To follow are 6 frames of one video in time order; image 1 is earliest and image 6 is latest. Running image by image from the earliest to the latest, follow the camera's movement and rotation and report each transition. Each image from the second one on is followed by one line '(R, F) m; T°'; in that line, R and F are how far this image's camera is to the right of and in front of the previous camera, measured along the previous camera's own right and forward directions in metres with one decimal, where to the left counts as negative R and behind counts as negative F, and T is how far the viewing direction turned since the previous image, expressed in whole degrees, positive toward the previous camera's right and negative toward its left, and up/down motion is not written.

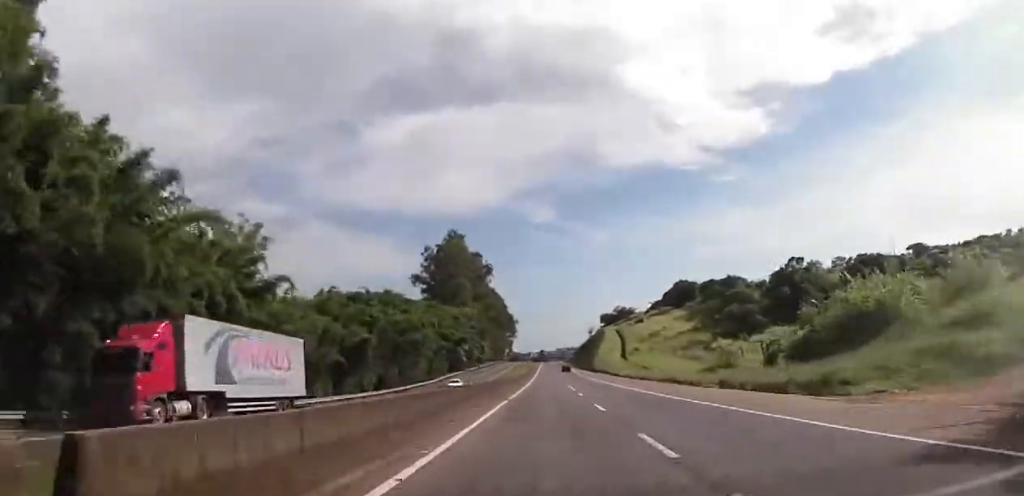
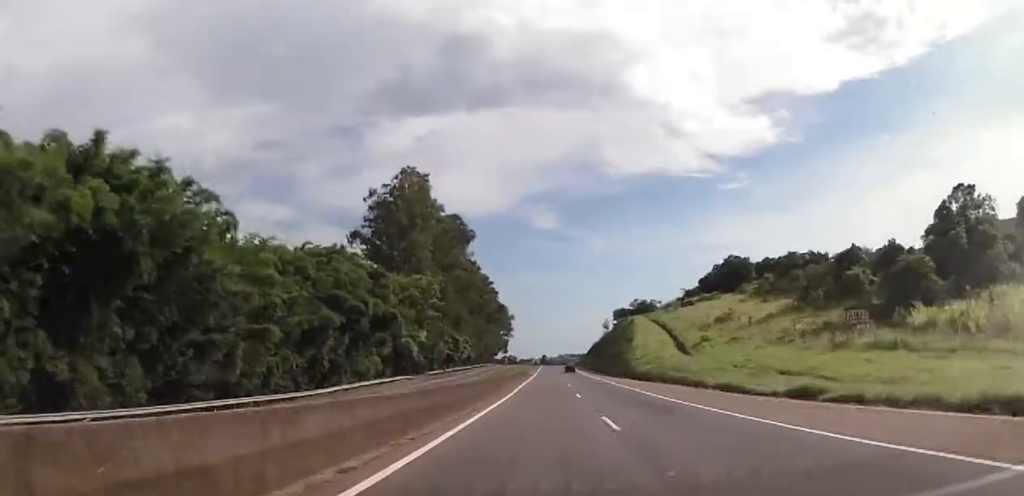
(-0.5, +62.1) m; -1°
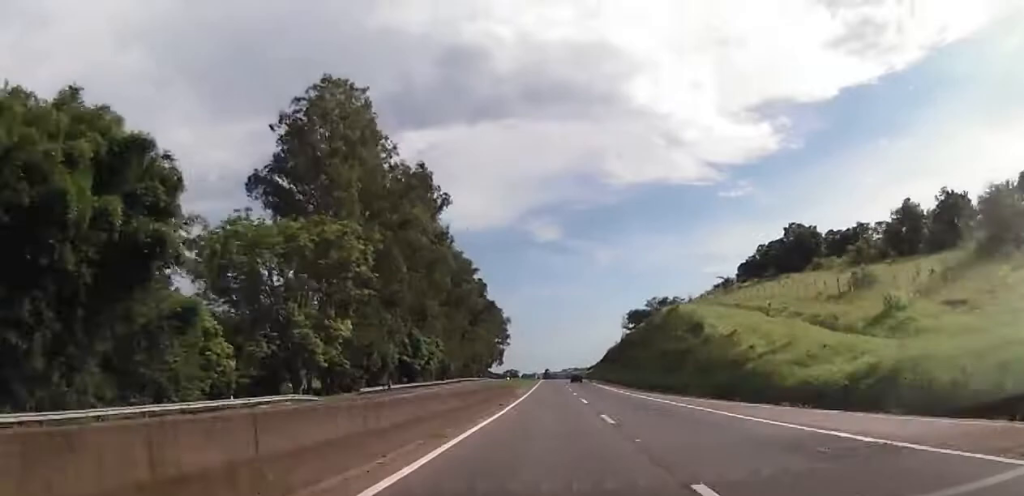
(+0.3, +44.2) m; 0°
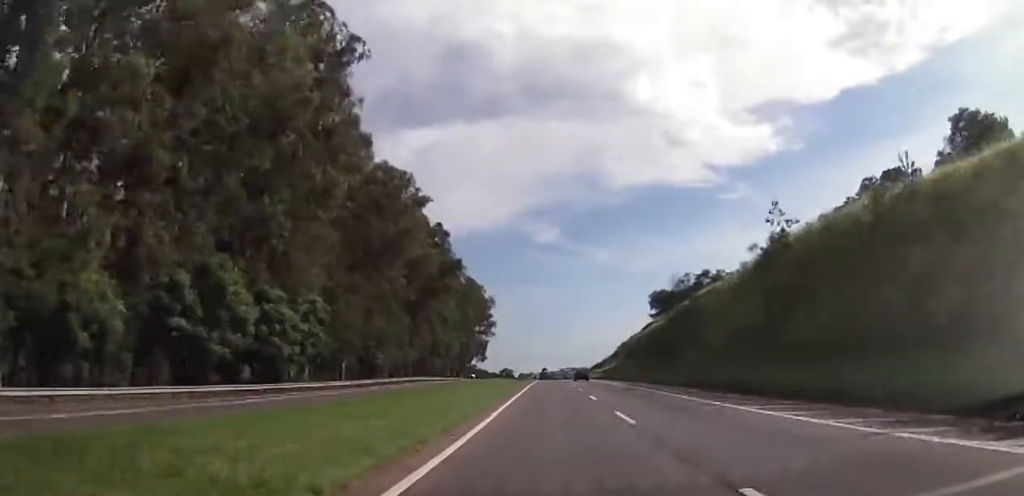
(-0.3, +59.0) m; 0°
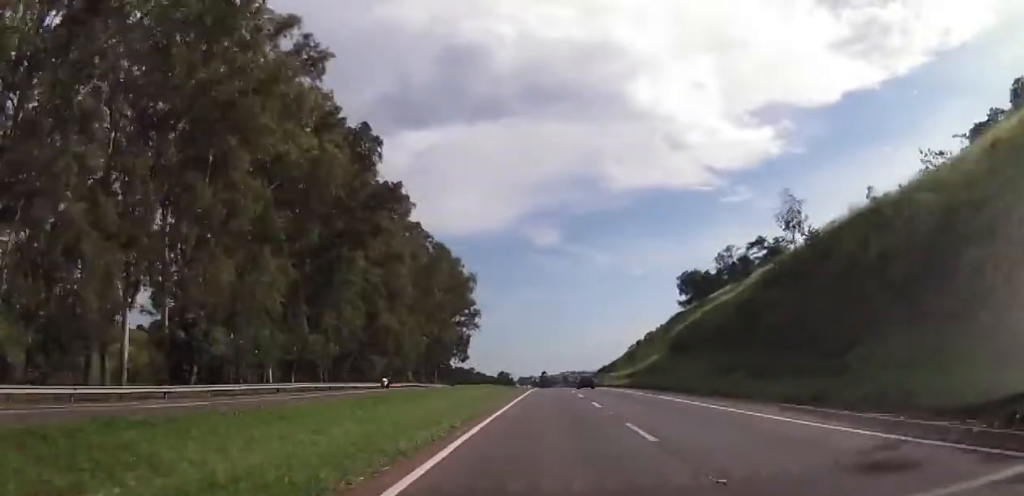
(+0.6, +41.7) m; 0°
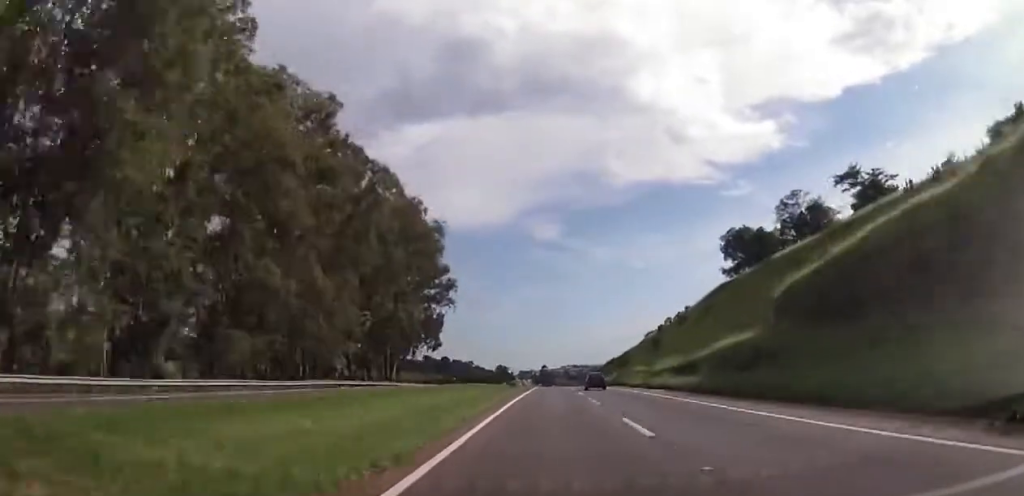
(-0.4, +36.7) m; -1°
